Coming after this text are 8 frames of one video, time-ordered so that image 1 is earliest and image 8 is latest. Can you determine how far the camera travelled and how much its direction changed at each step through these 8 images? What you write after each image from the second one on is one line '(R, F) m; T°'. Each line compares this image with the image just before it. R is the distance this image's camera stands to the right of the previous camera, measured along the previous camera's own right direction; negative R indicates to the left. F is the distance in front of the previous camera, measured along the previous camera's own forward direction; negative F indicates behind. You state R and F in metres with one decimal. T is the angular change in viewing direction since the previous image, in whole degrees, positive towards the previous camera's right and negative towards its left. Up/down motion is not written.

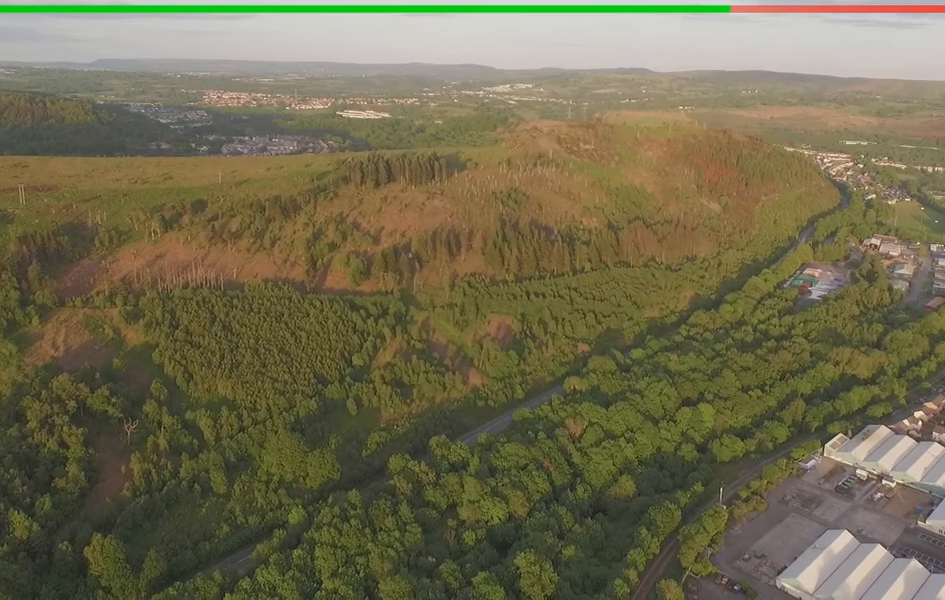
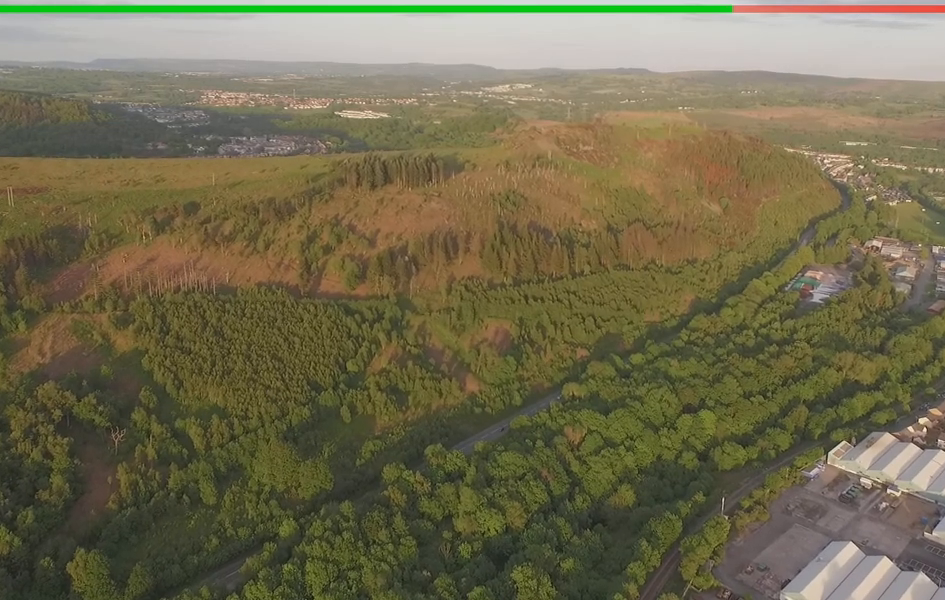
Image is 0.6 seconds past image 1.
(0.0, +9.4) m; 0°
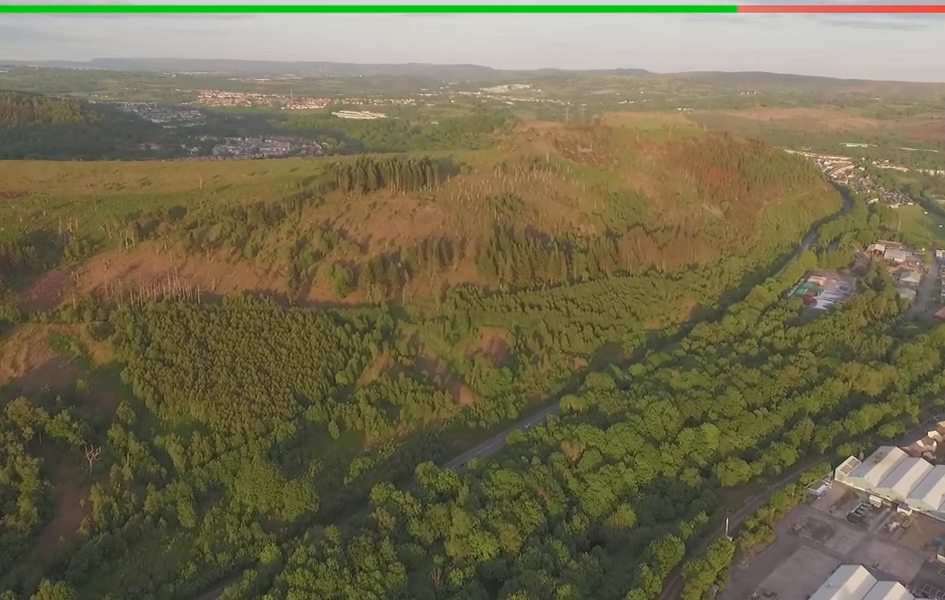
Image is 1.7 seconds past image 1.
(+0.1, +16.3) m; +1°
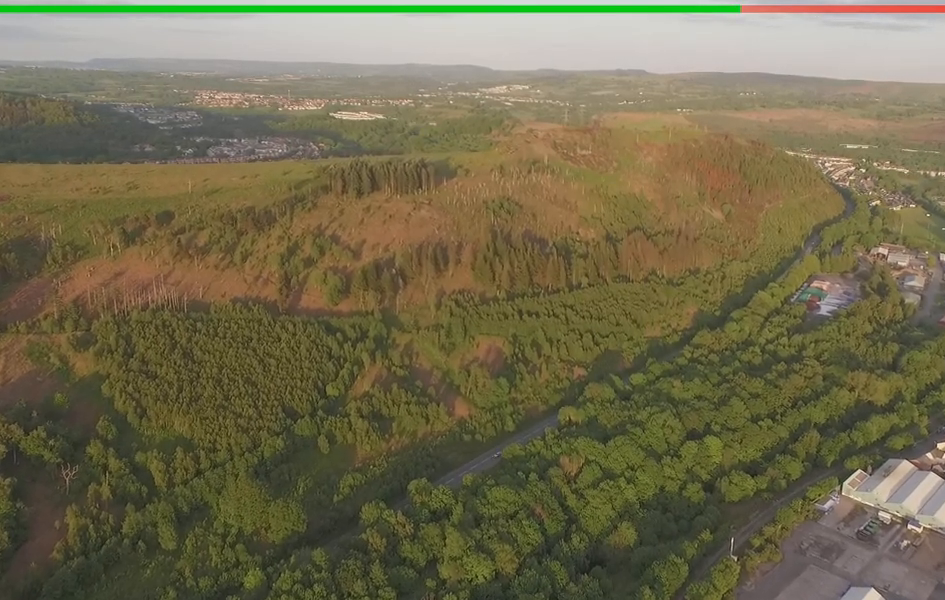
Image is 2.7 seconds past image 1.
(+0.2, +13.8) m; +1°
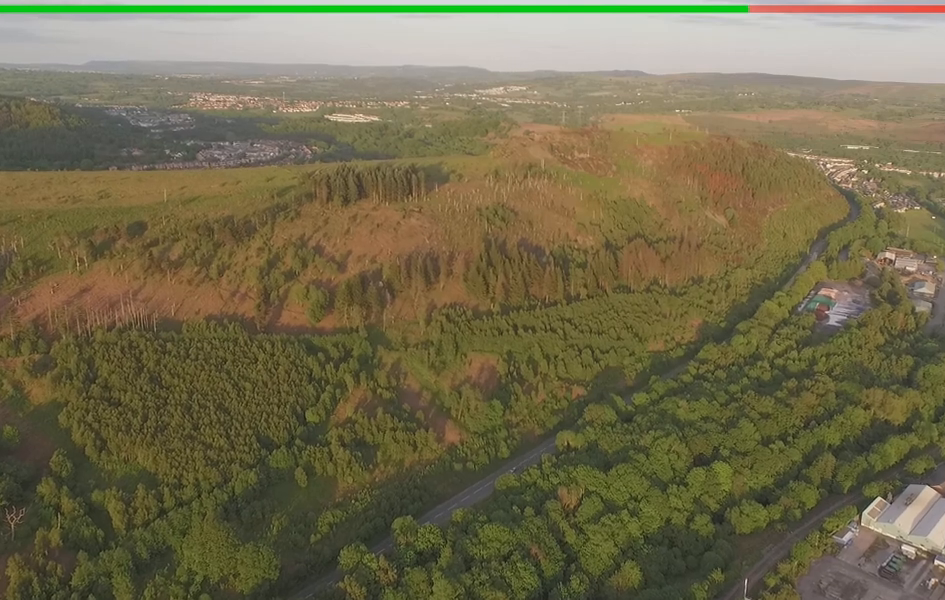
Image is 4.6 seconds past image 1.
(+0.4, +30.3) m; +1°
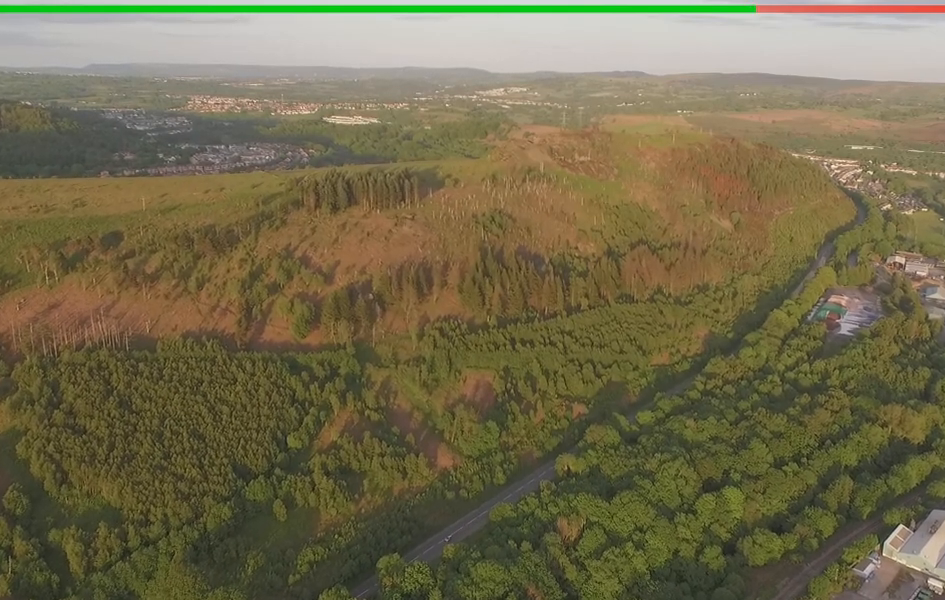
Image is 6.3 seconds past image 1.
(-0.1, +25.9) m; -1°
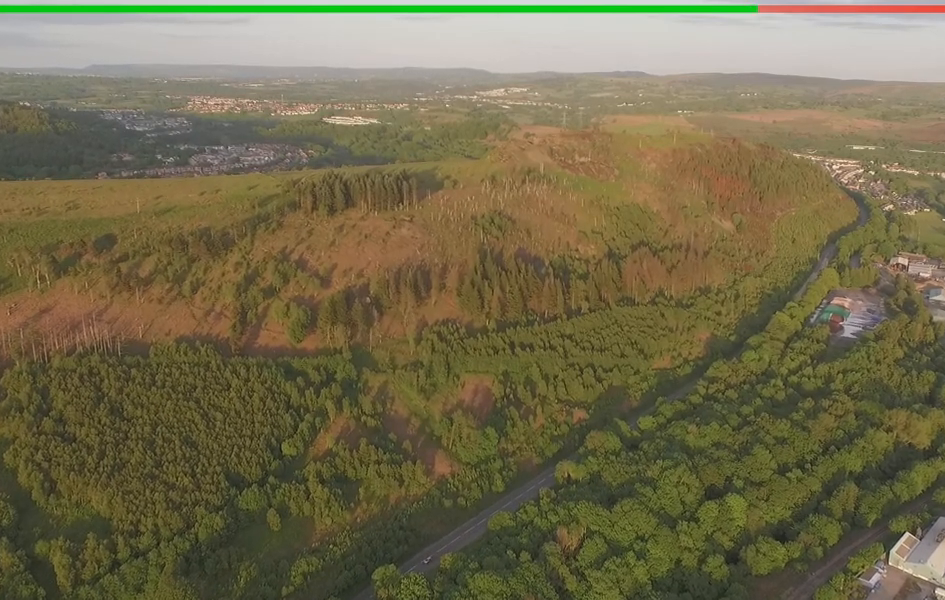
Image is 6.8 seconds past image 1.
(0.0, +5.9) m; 0°
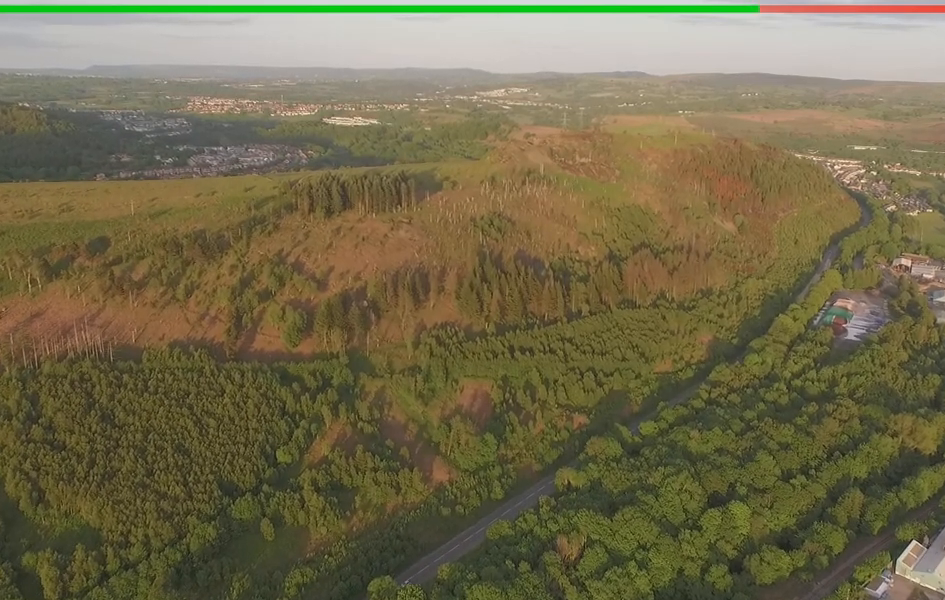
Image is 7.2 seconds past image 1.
(0.0, +6.0) m; 0°
